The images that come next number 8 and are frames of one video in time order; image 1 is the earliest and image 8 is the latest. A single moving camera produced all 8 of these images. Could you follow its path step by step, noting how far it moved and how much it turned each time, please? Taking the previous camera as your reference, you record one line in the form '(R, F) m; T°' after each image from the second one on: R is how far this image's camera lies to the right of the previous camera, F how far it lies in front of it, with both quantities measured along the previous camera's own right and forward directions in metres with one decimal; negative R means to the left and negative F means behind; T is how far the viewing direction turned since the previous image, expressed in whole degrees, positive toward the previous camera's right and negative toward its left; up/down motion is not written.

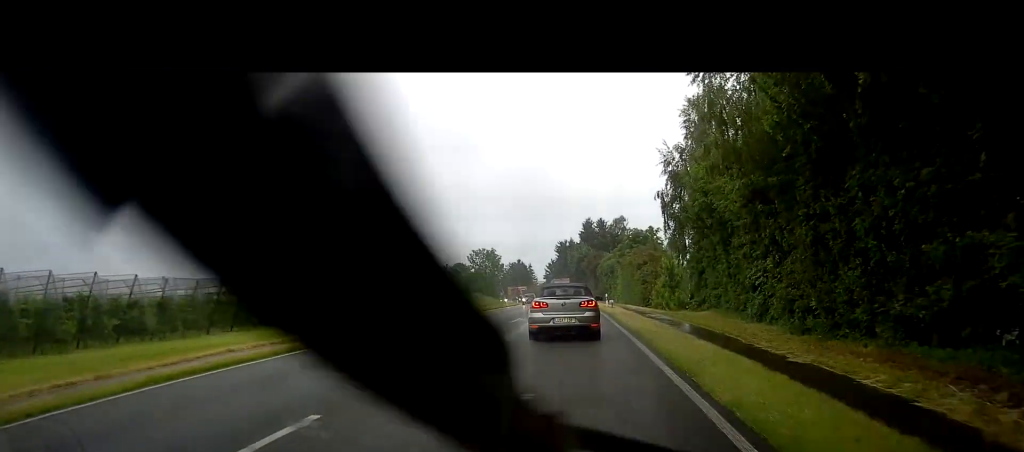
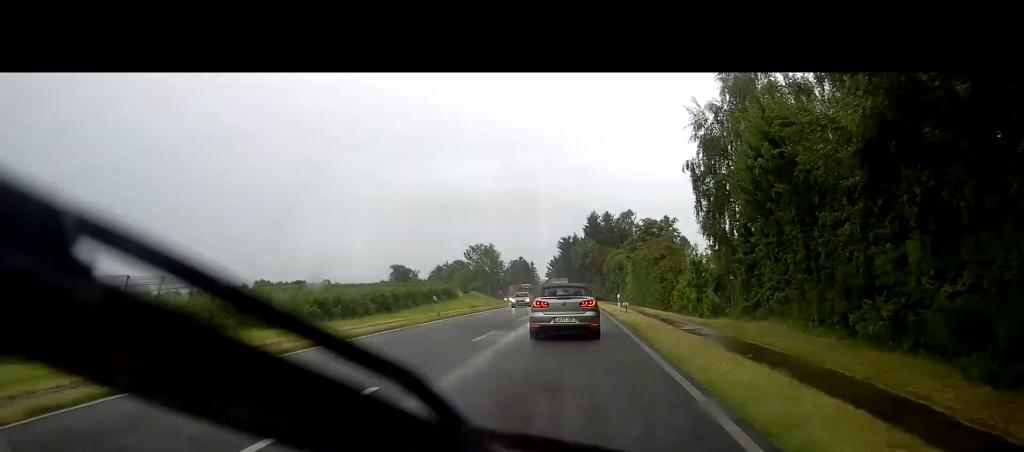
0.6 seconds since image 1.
(+0.1, +10.3) m; -1°
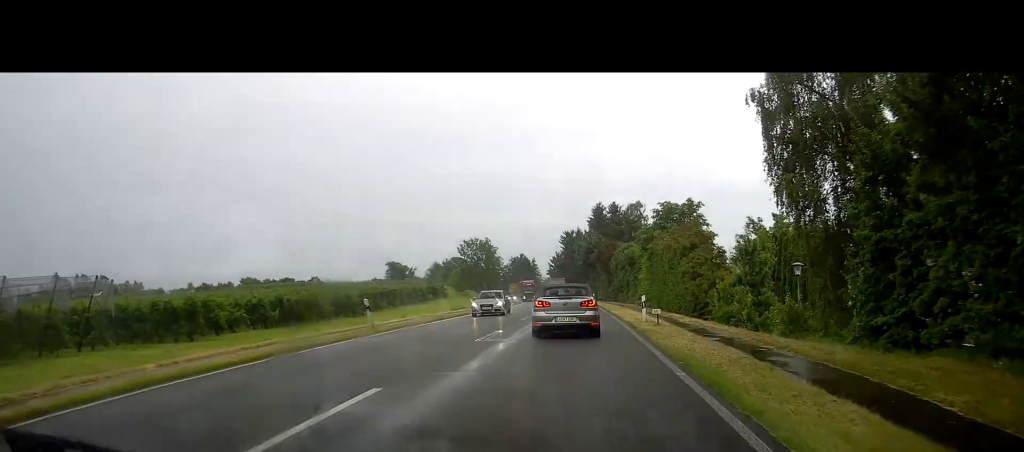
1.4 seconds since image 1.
(-0.4, +12.2) m; -1°
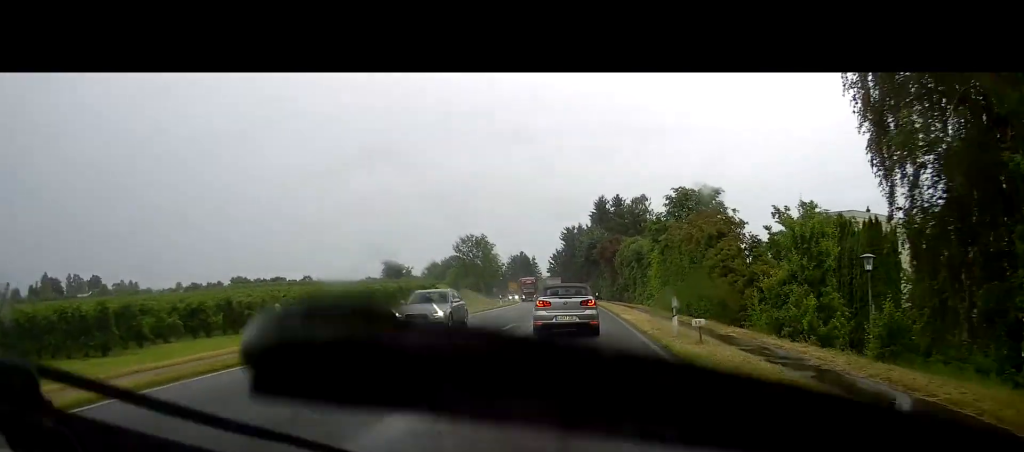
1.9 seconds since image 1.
(0.0, +7.3) m; 0°
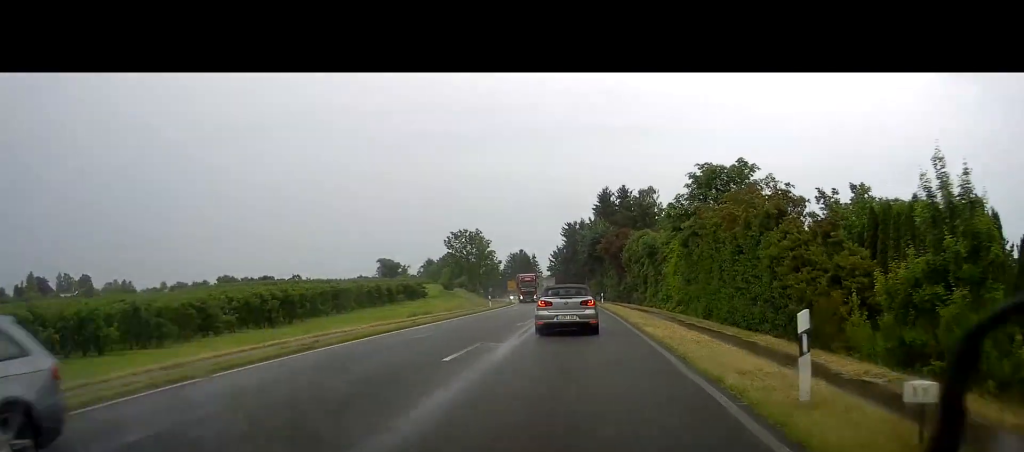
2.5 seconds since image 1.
(+0.1, +9.4) m; +1°
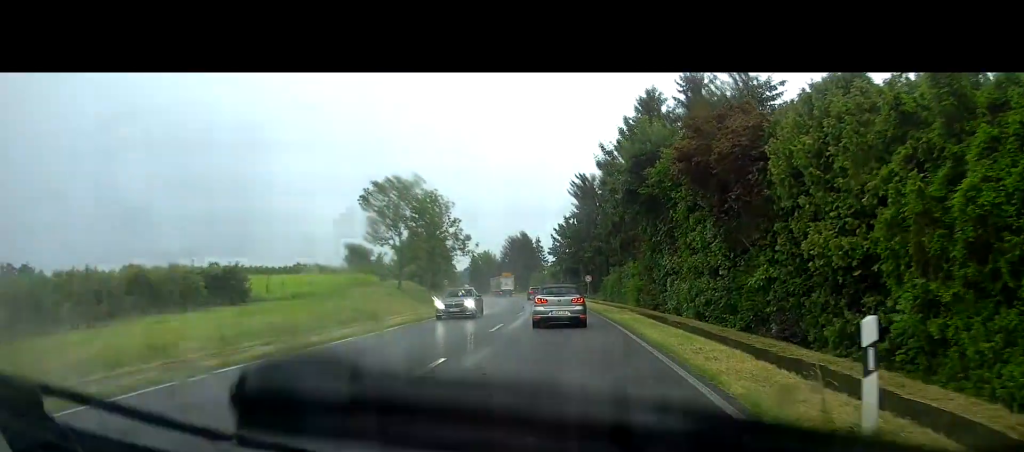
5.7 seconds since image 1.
(-1.5, +50.8) m; -3°
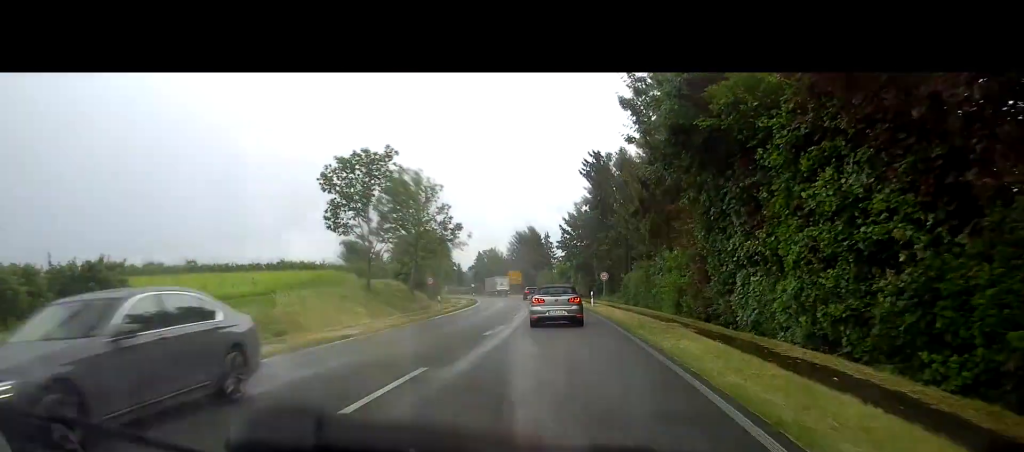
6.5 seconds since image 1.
(+0.1, +13.0) m; -1°
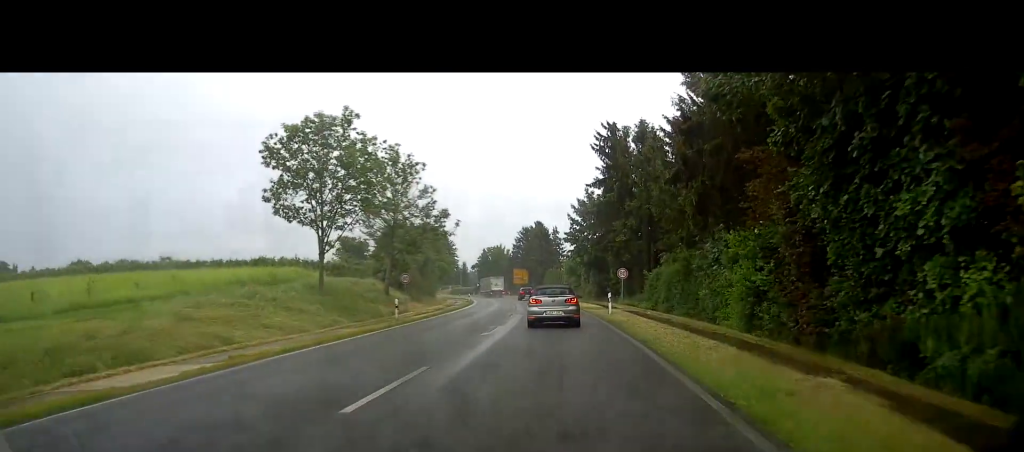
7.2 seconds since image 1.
(-0.3, +11.6) m; -2°
